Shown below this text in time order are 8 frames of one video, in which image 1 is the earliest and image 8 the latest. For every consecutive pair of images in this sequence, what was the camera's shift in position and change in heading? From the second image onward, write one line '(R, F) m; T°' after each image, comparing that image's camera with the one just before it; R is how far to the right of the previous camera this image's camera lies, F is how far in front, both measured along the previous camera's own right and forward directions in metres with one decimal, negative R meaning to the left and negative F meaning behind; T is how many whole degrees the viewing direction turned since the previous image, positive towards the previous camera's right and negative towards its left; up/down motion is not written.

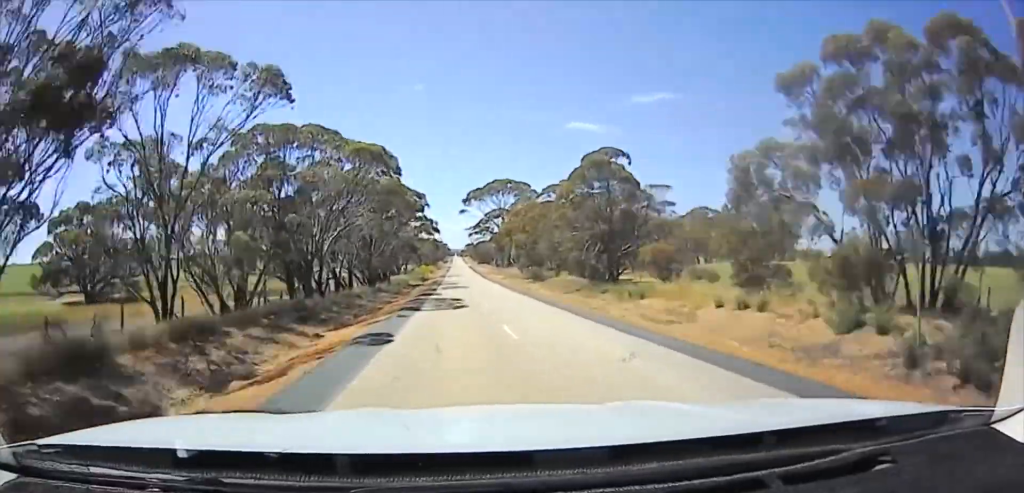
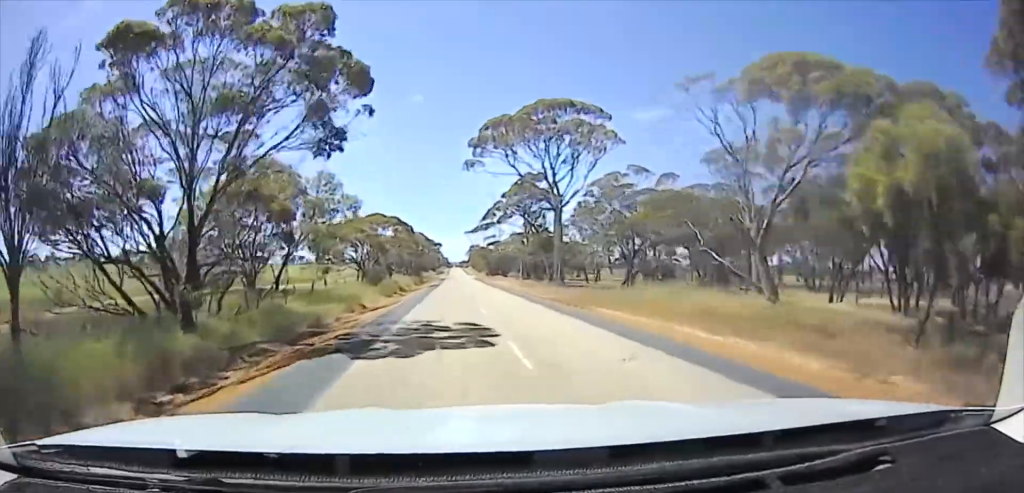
(+3.6, +87.4) m; +2°
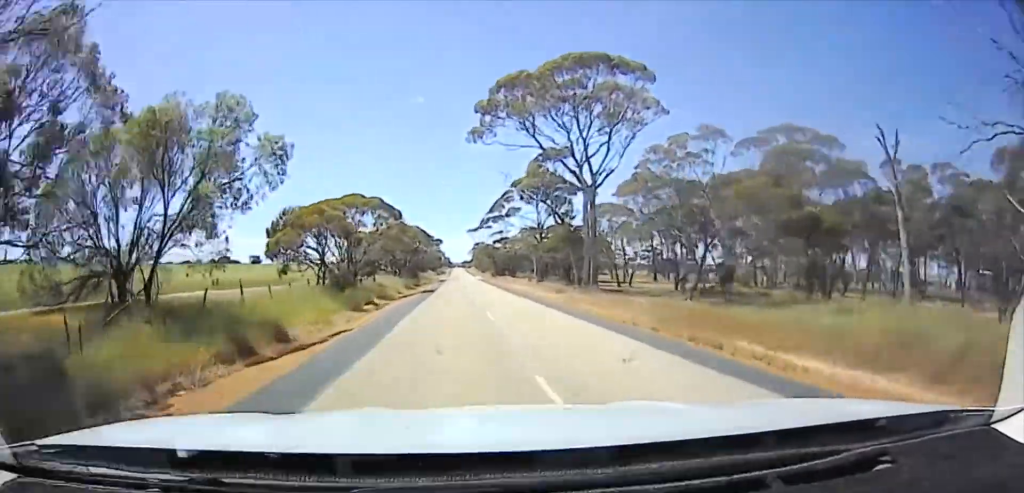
(0.0, +18.0) m; 0°
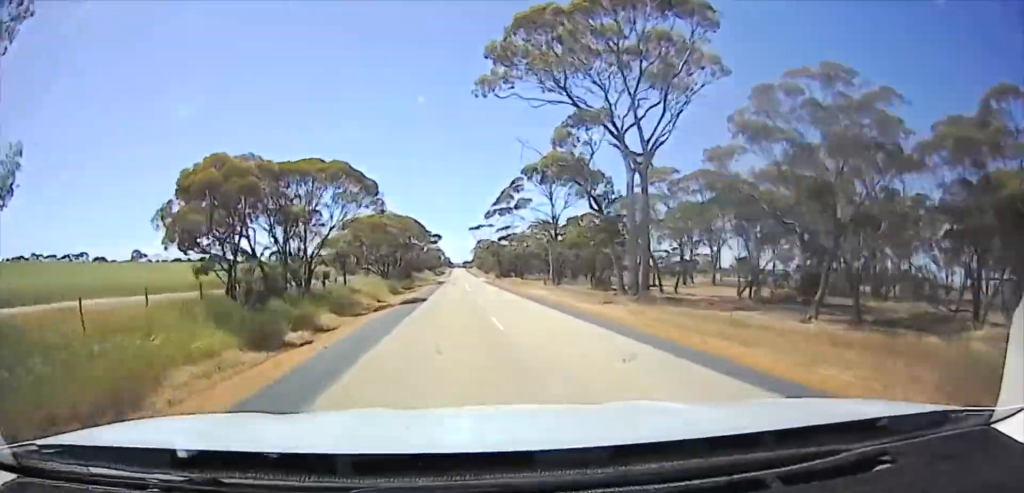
(0.0, +16.2) m; 0°
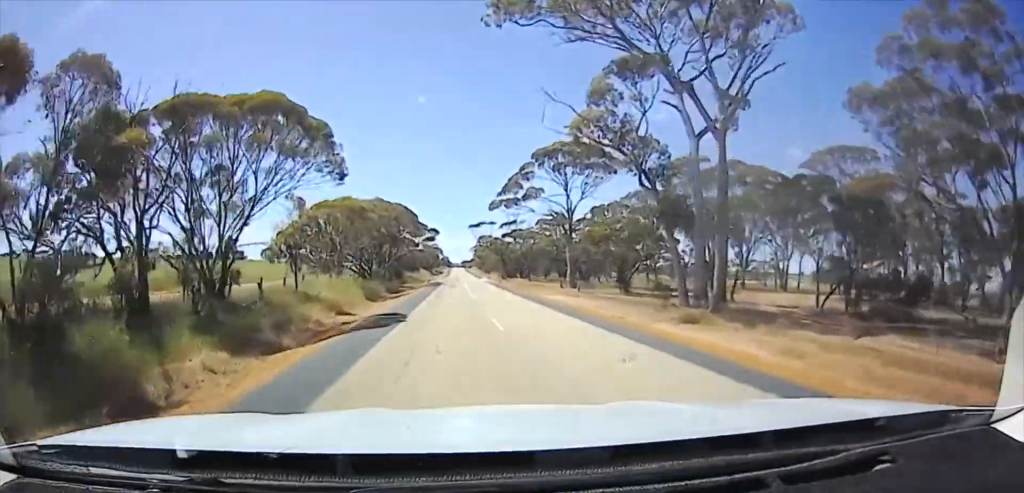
(0.0, +13.0) m; 0°
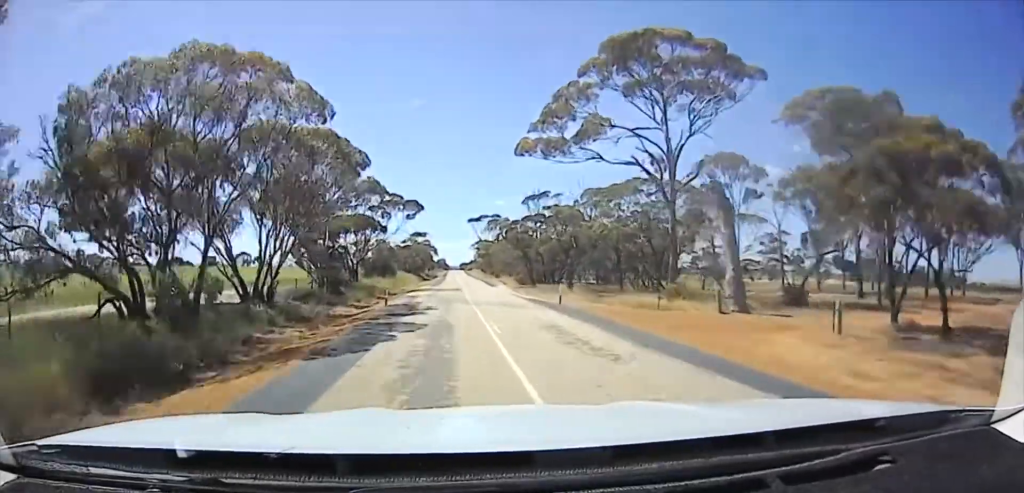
(0.0, +37.3) m; 0°
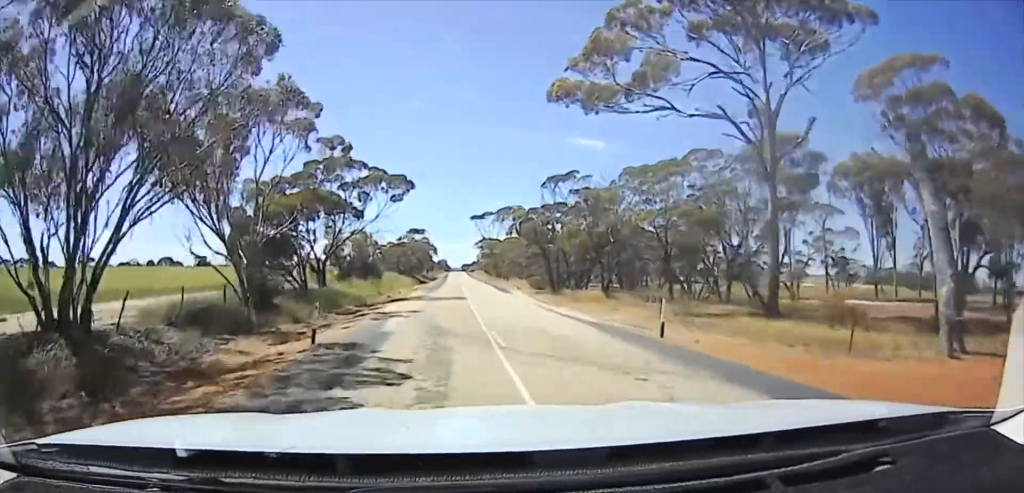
(0.0, +14.1) m; 0°
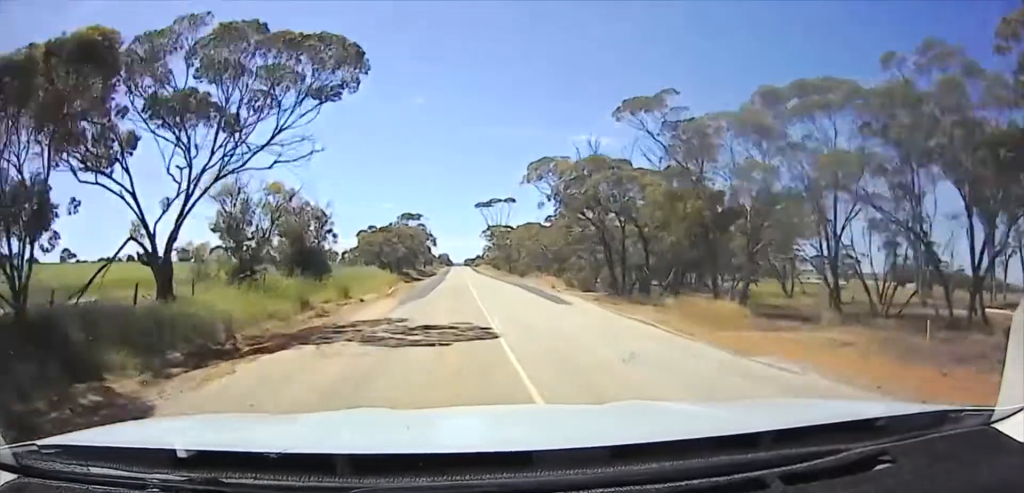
(0.0, +20.4) m; 0°
